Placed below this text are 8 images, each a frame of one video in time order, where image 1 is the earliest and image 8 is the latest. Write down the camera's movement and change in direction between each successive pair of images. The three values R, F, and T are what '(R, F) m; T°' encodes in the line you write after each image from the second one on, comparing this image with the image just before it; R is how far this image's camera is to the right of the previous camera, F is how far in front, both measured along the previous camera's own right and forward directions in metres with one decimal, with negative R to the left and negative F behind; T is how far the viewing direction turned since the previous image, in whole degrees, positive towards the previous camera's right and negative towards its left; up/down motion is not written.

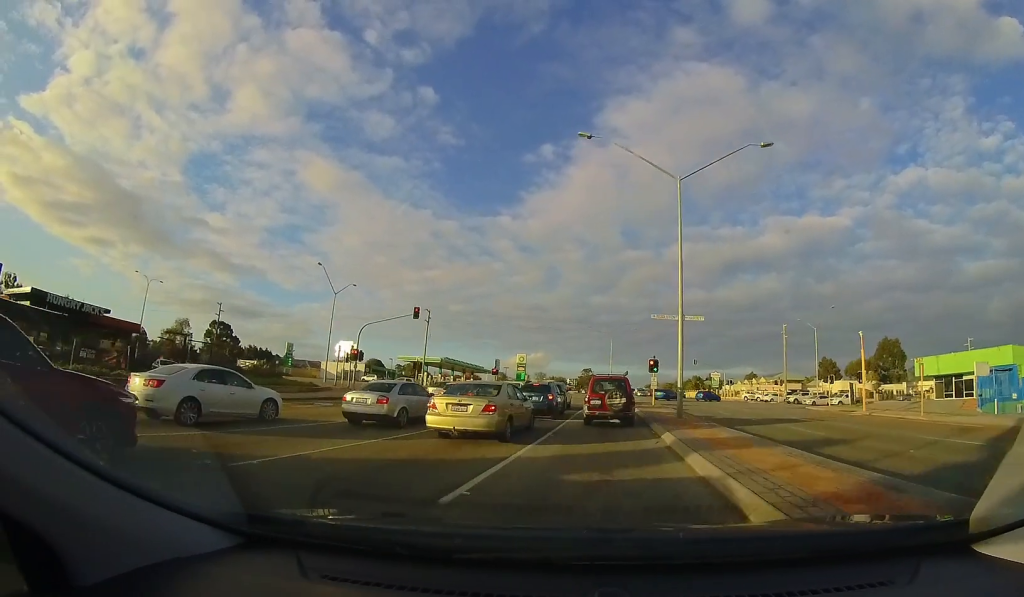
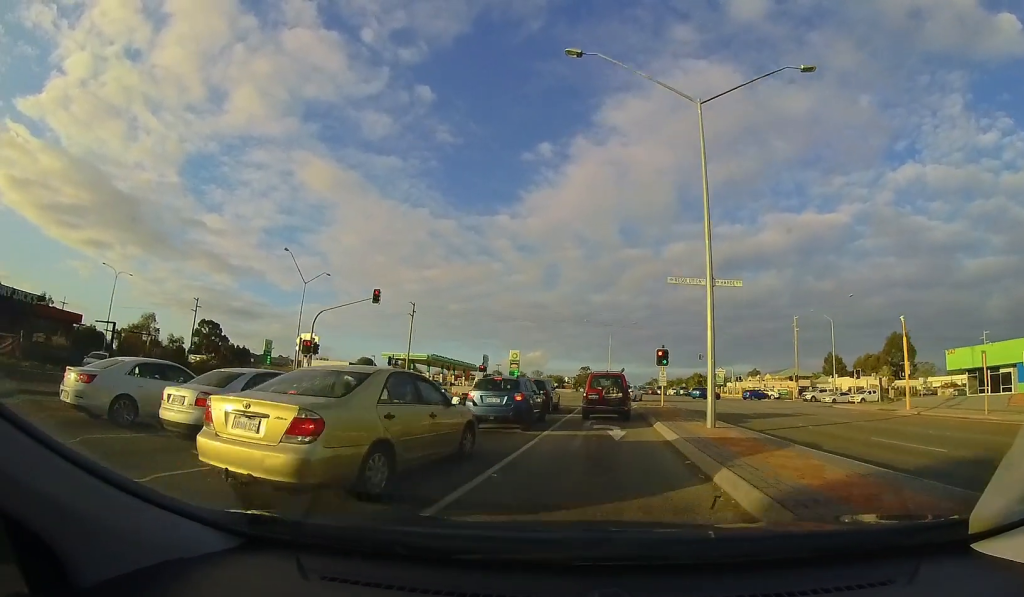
(0.0, +4.7) m; 0°
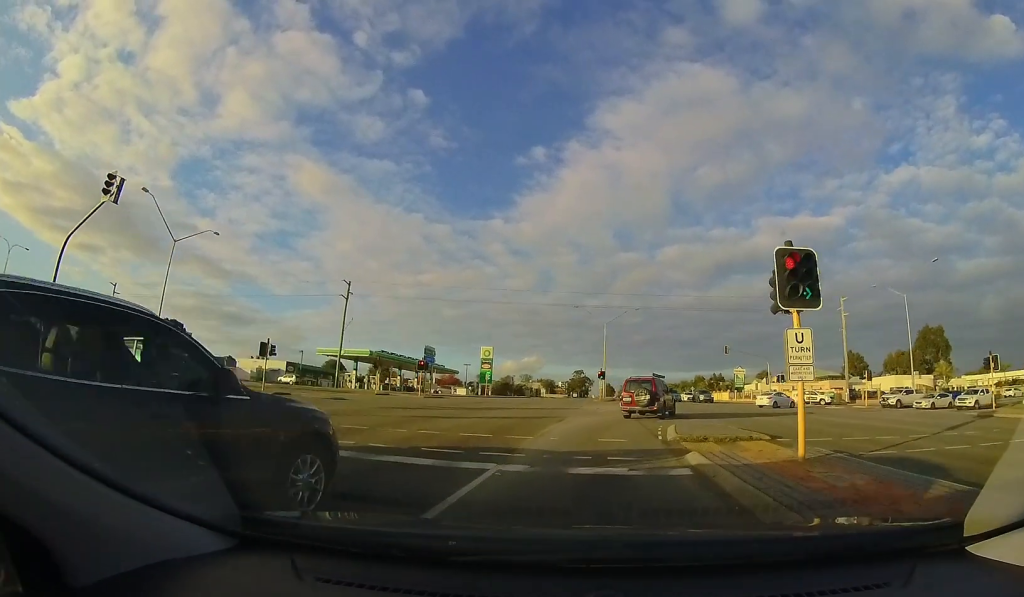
(+0.5, +16.2) m; +3°
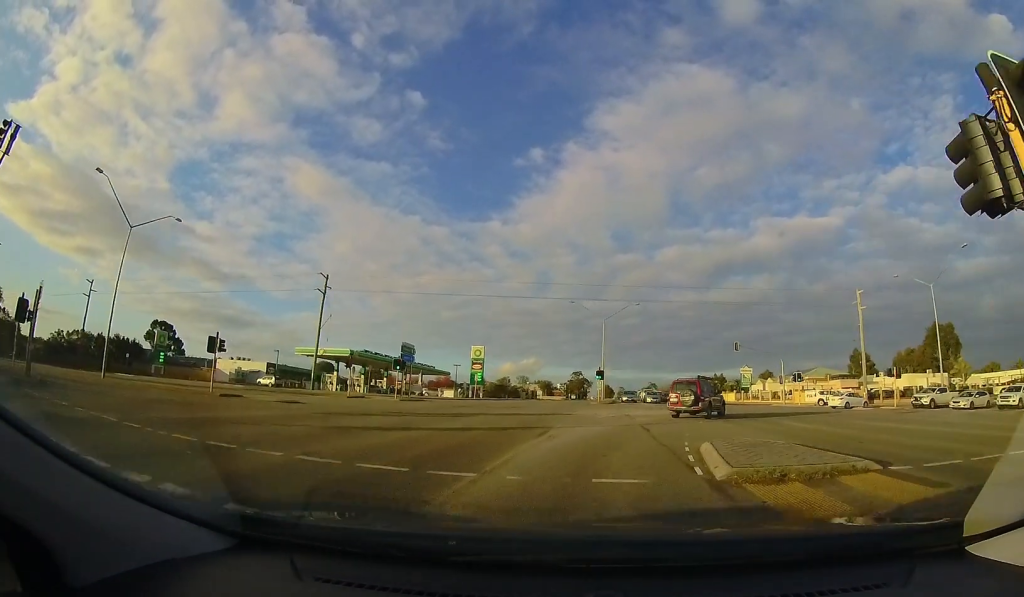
(+0.1, +5.0) m; +1°
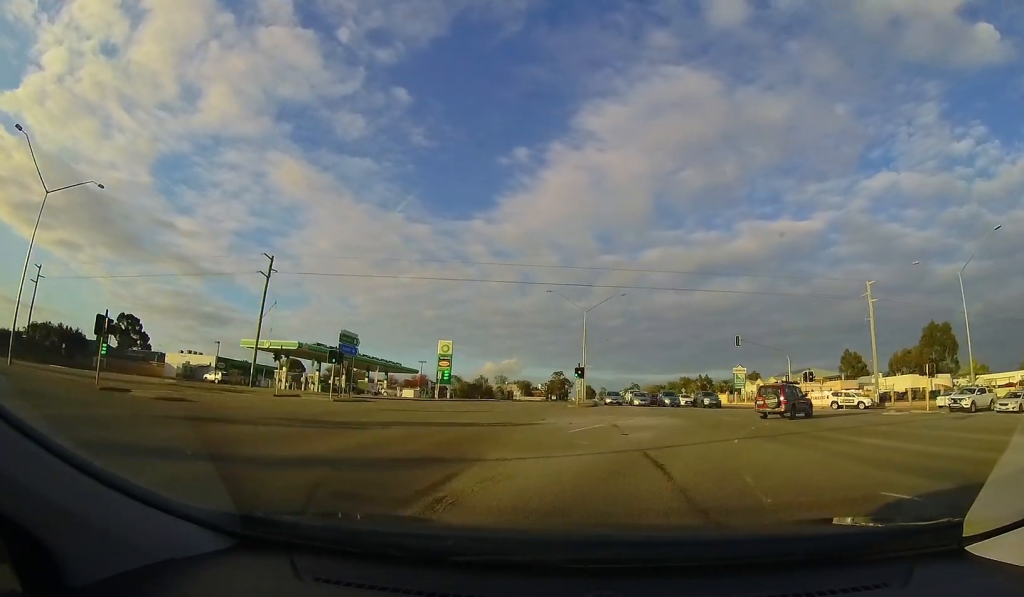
(-0.1, +7.5) m; +2°
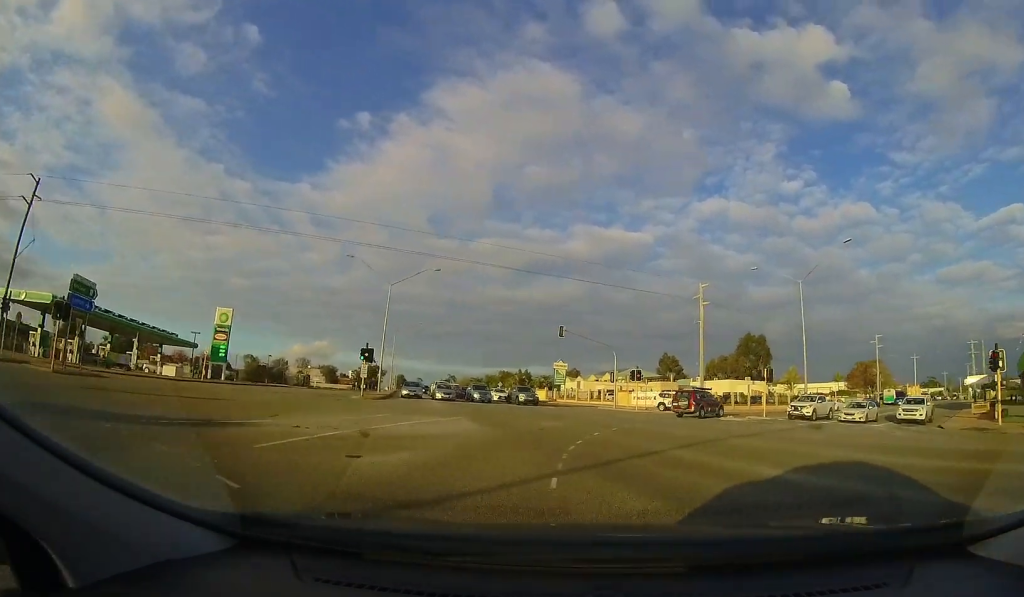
(+0.4, +6.7) m; +14°
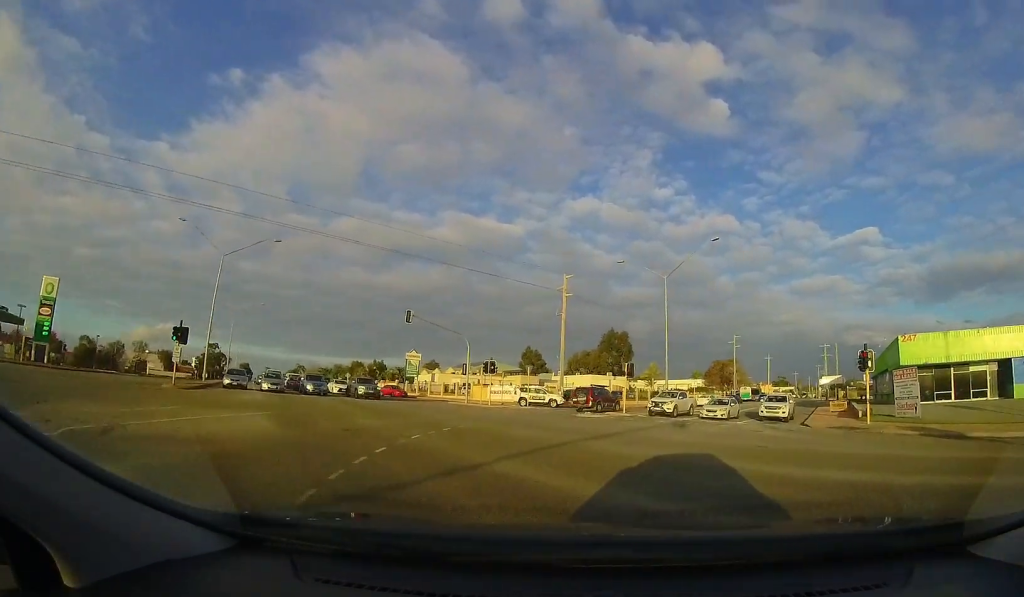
(+0.3, +2.8) m; +10°
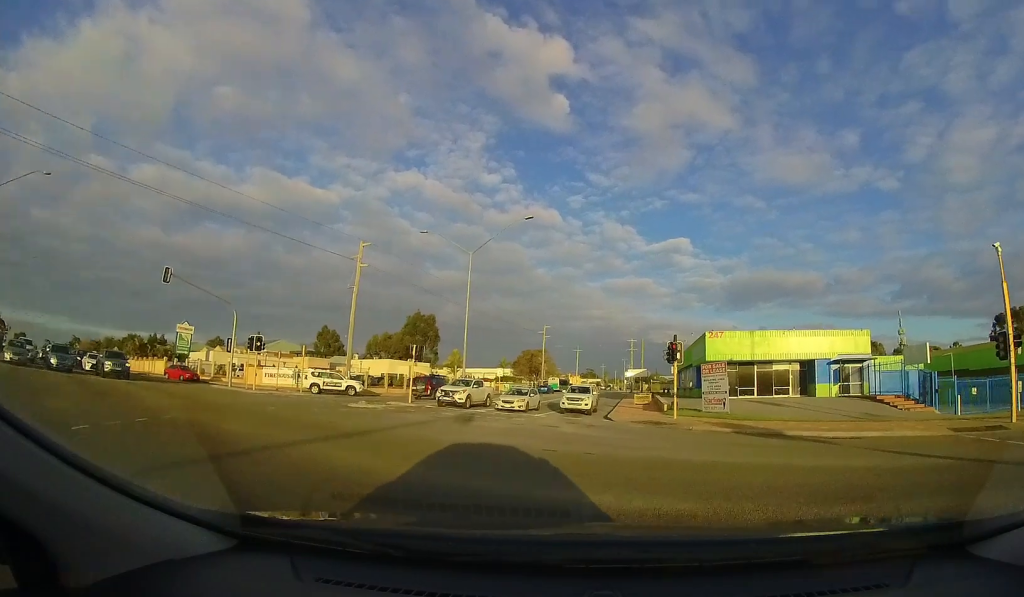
(+0.4, +2.9) m; +12°
